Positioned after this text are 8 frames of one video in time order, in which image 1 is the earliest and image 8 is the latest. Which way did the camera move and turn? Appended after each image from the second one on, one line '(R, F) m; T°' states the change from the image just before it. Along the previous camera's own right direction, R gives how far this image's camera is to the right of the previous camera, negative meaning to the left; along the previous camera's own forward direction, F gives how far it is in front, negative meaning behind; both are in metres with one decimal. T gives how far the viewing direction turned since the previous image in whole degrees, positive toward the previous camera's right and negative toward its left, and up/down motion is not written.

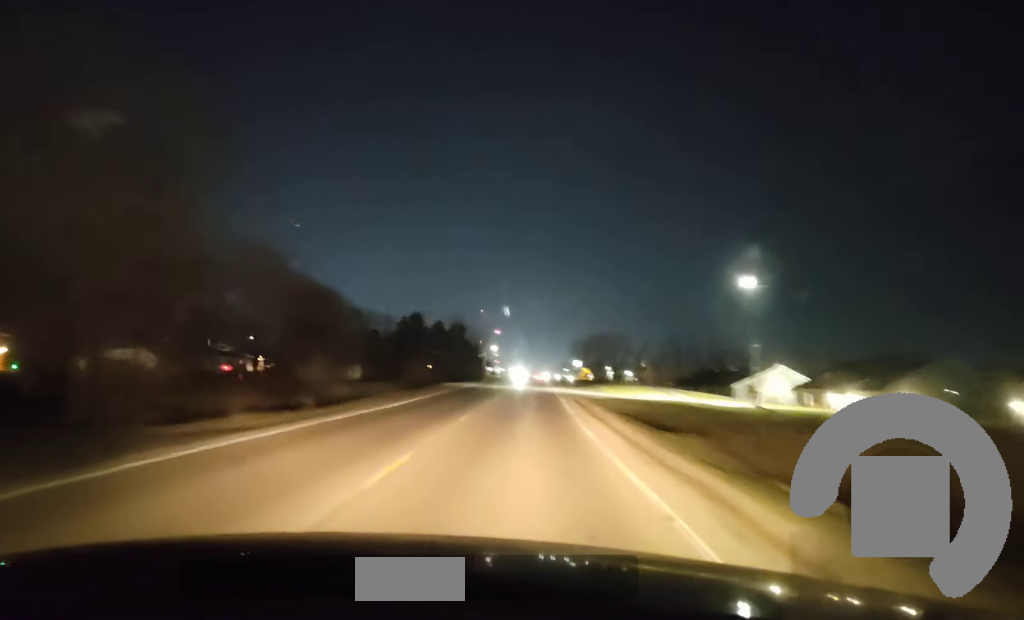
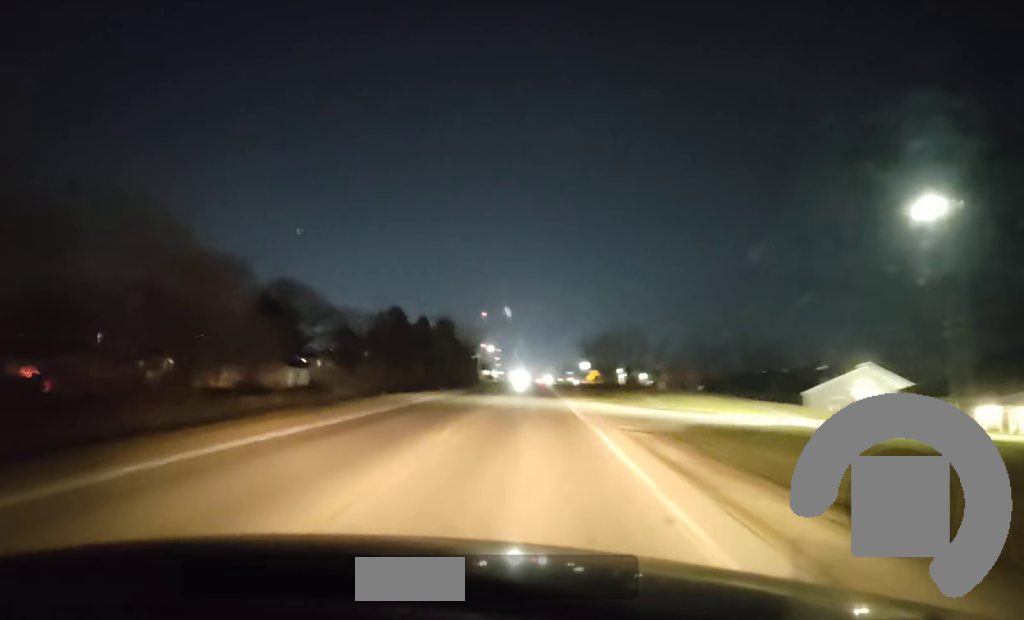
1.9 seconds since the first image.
(+0.2, +31.4) m; +1°
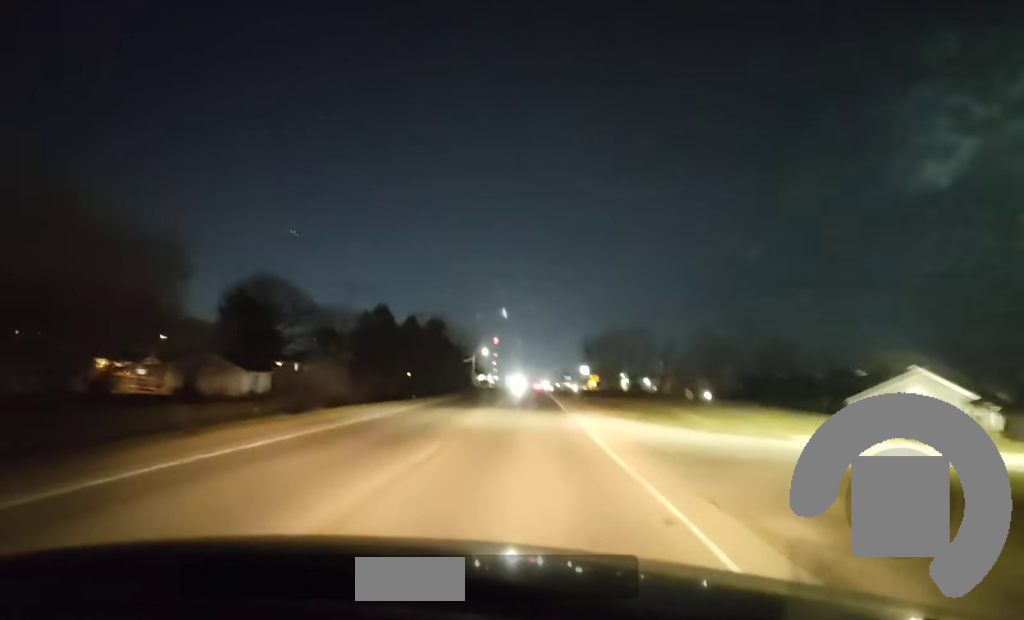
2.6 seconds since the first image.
(0.0, +13.5) m; 0°
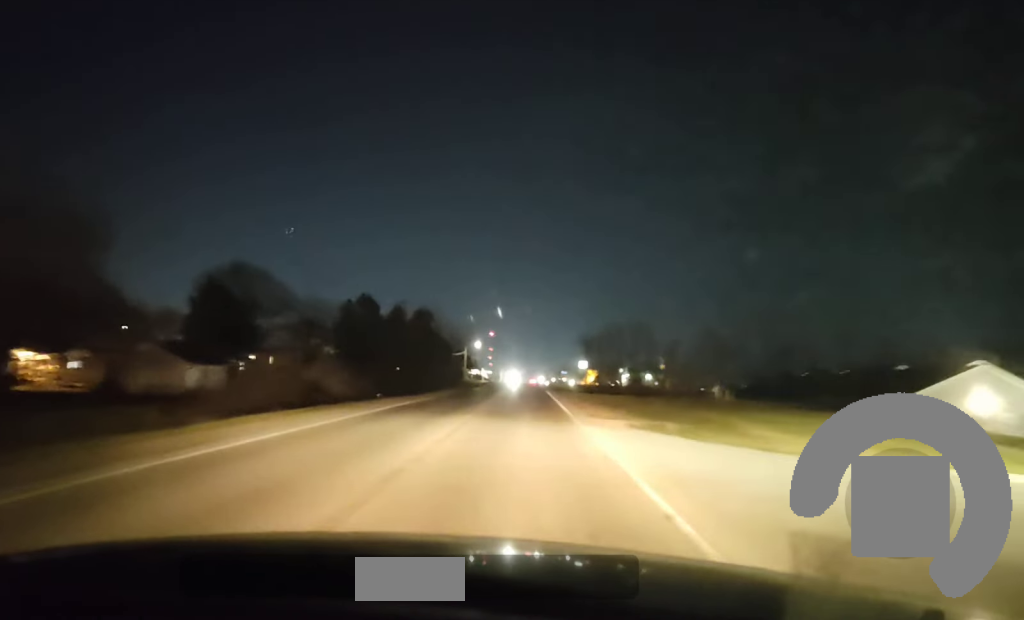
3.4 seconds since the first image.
(0.0, +11.8) m; 0°
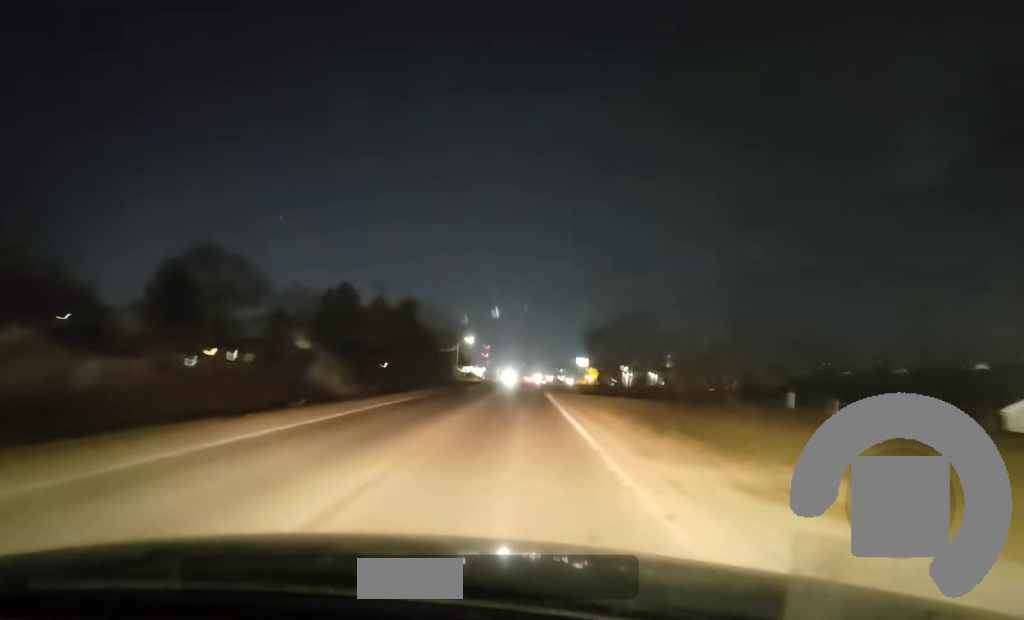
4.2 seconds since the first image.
(0.0, +14.2) m; 0°
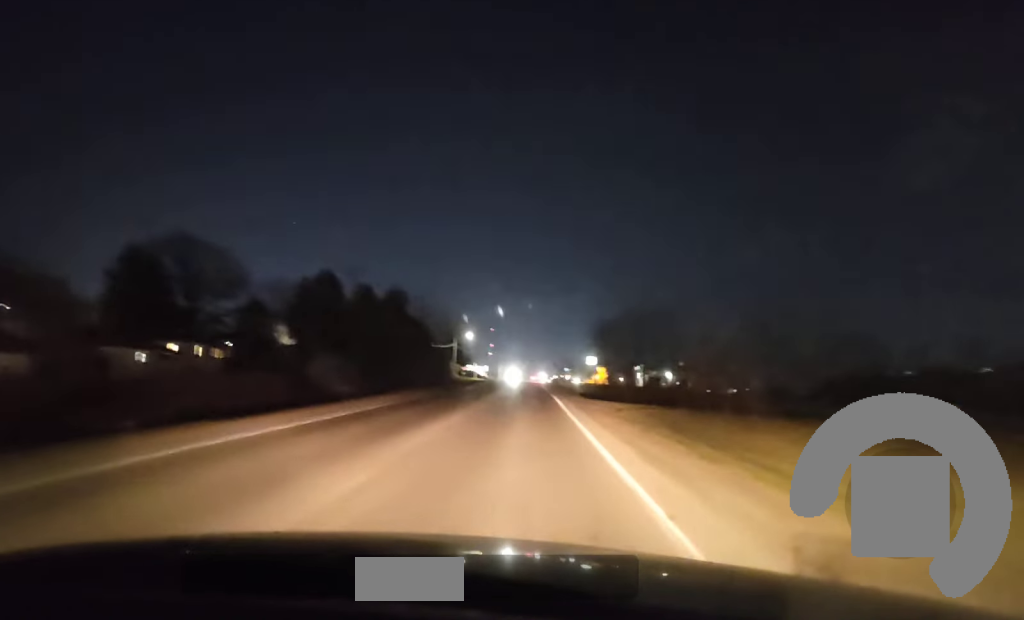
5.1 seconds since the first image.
(0.0, +14.3) m; 0°
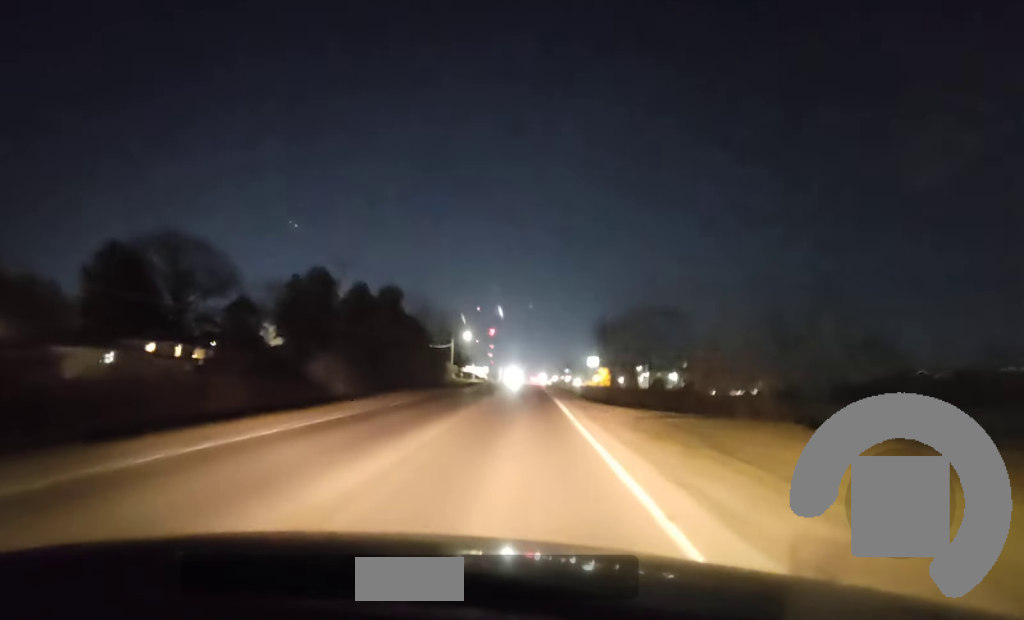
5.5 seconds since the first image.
(0.0, +7.6) m; 0°
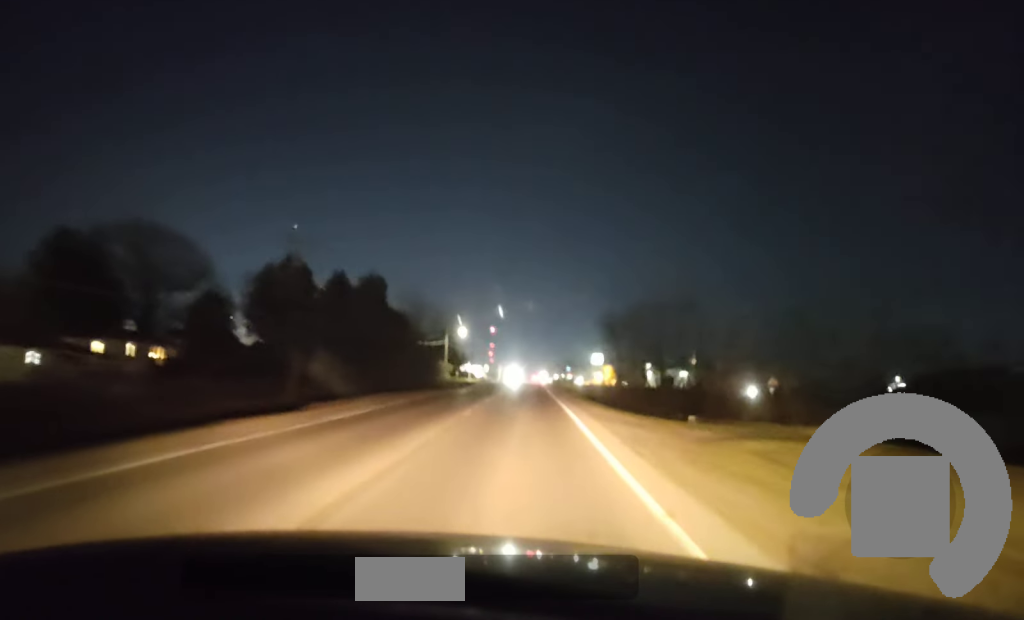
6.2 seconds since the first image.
(+0.1, +11.8) m; -1°
